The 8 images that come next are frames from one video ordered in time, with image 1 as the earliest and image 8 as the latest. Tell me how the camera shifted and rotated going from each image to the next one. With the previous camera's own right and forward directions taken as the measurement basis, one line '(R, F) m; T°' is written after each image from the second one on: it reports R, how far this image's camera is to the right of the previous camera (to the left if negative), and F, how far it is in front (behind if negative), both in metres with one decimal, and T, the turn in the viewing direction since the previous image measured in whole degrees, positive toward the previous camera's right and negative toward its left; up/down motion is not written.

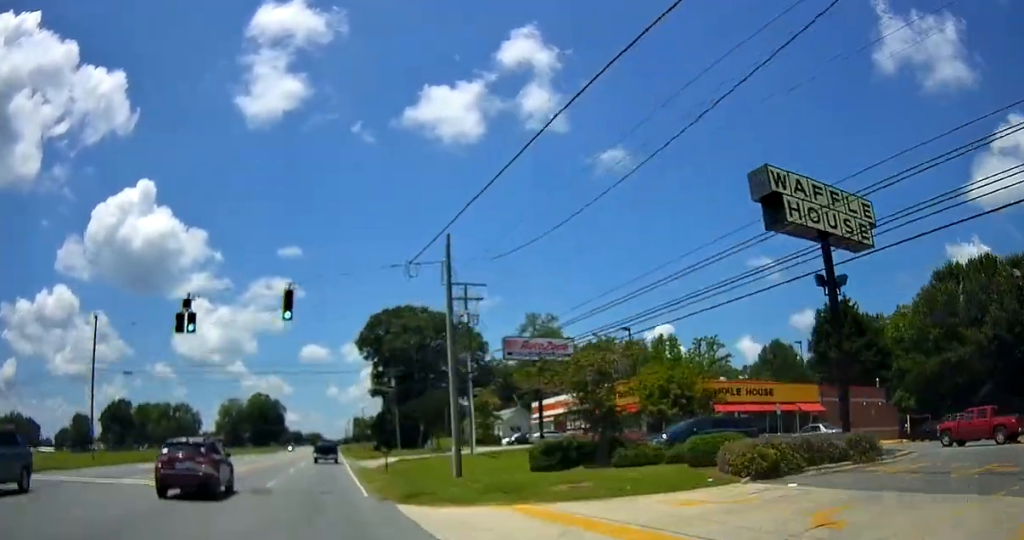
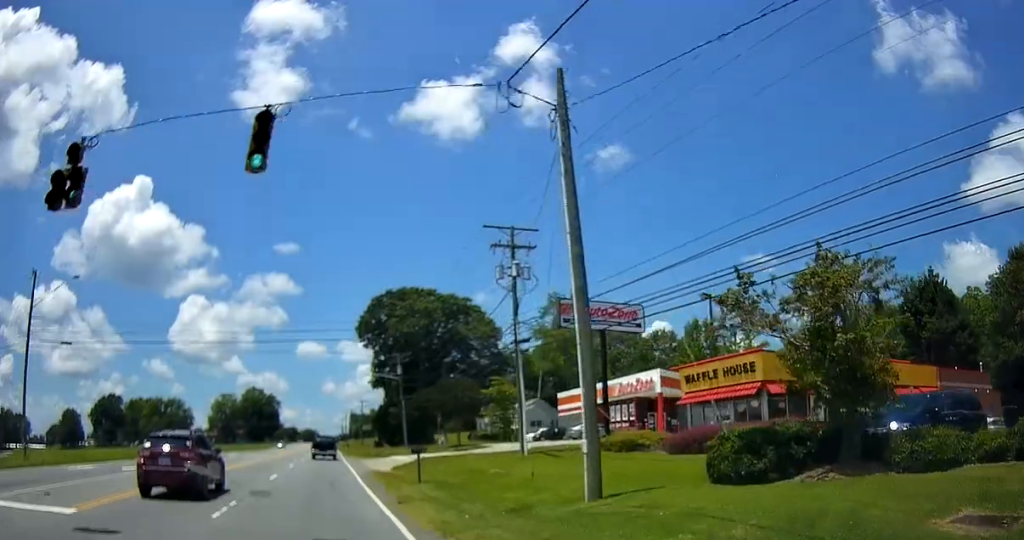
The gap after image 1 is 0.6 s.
(0.0, +11.2) m; 0°
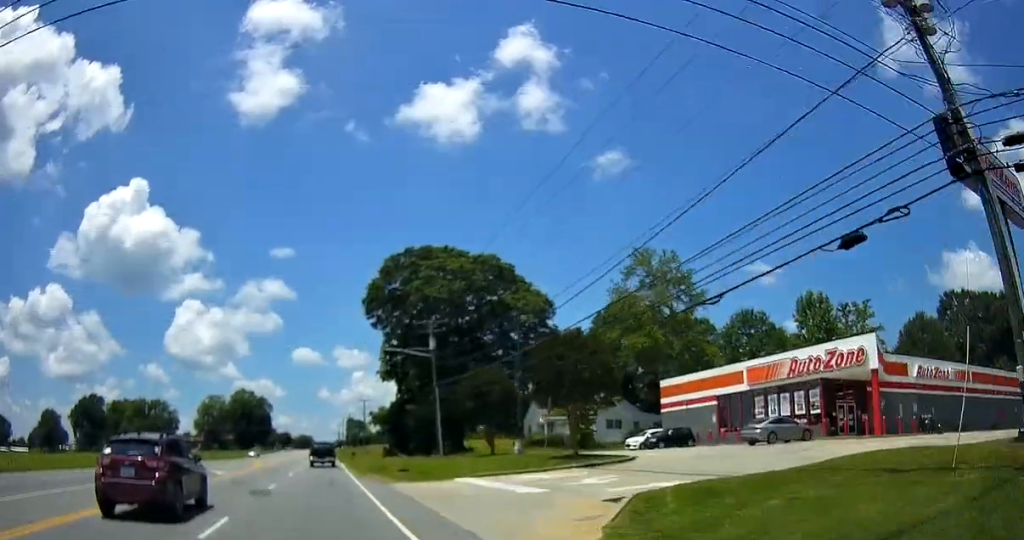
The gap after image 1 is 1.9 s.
(+0.3, +25.6) m; +1°
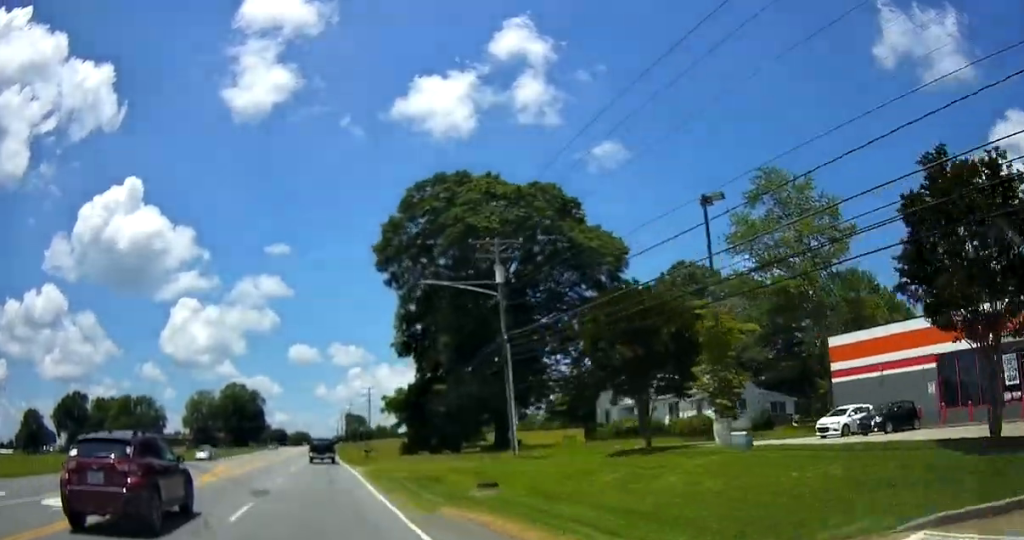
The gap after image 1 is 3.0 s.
(0.0, +21.6) m; +1°
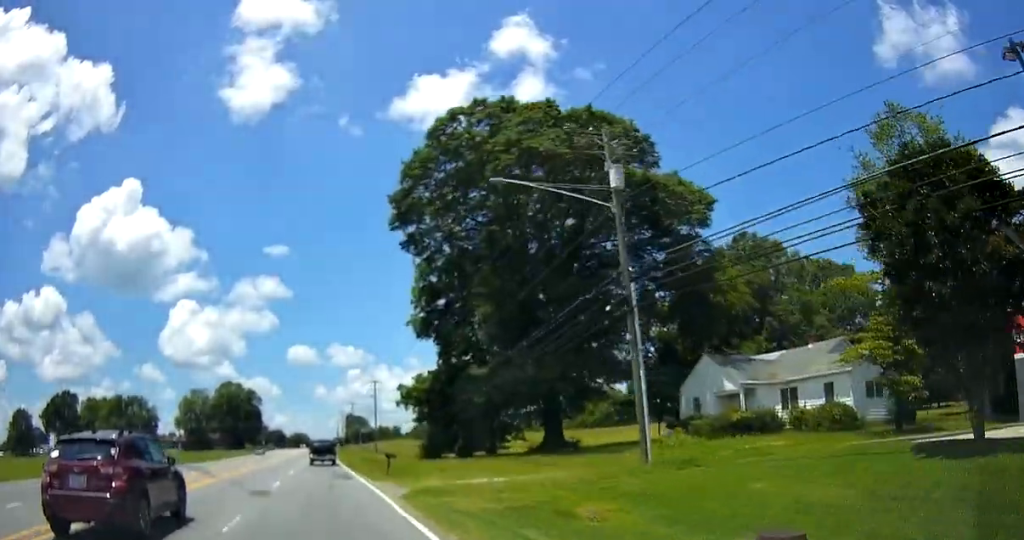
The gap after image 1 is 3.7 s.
(+0.1, +14.2) m; +1°
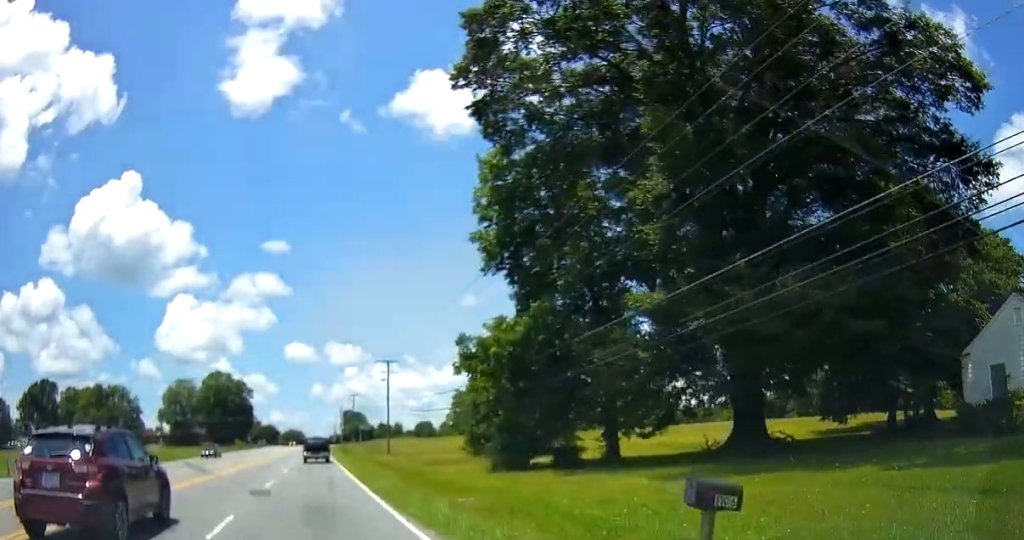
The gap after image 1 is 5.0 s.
(0.0, +24.3) m; 0°
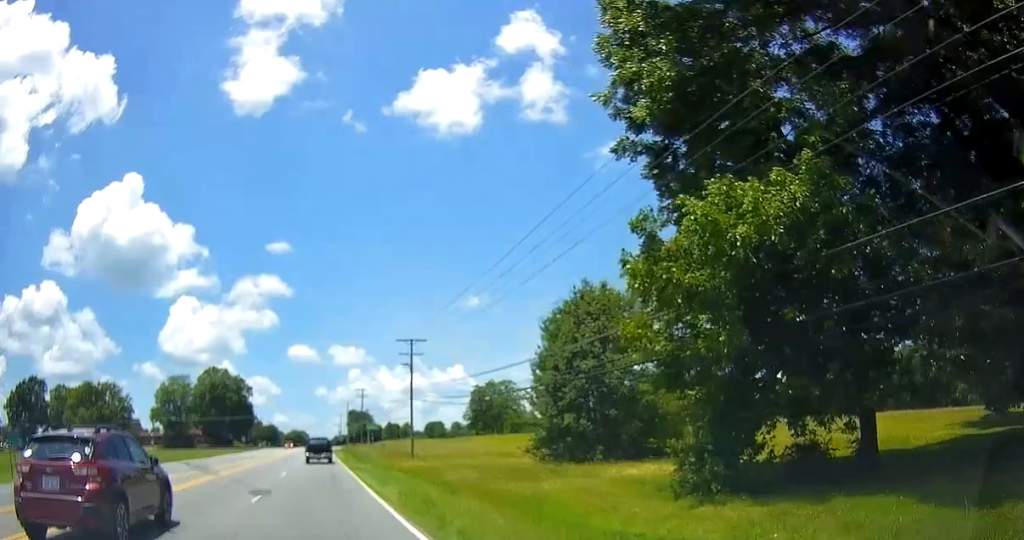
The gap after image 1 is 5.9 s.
(+0.1, +16.8) m; 0°
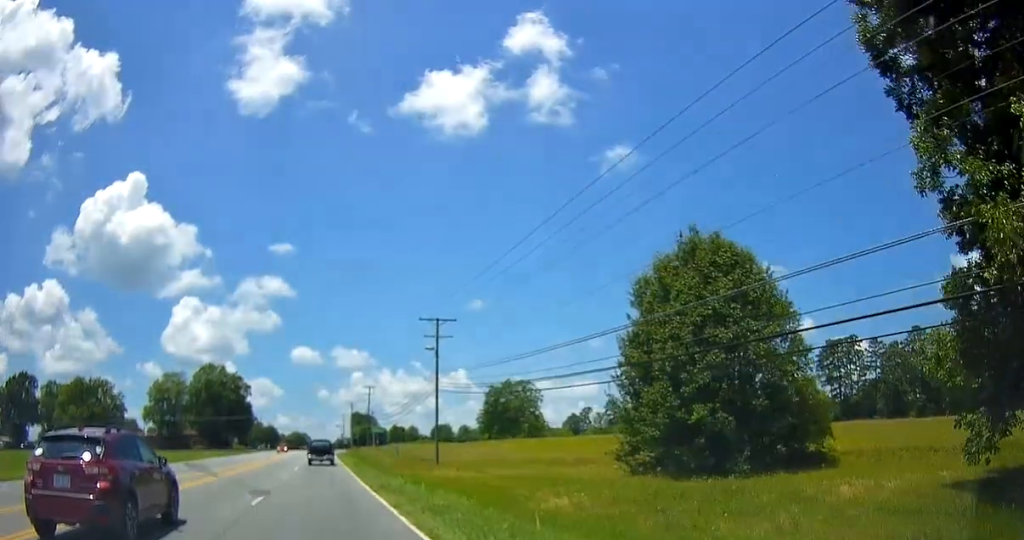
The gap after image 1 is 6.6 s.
(+0.1, +12.3) m; 0°
